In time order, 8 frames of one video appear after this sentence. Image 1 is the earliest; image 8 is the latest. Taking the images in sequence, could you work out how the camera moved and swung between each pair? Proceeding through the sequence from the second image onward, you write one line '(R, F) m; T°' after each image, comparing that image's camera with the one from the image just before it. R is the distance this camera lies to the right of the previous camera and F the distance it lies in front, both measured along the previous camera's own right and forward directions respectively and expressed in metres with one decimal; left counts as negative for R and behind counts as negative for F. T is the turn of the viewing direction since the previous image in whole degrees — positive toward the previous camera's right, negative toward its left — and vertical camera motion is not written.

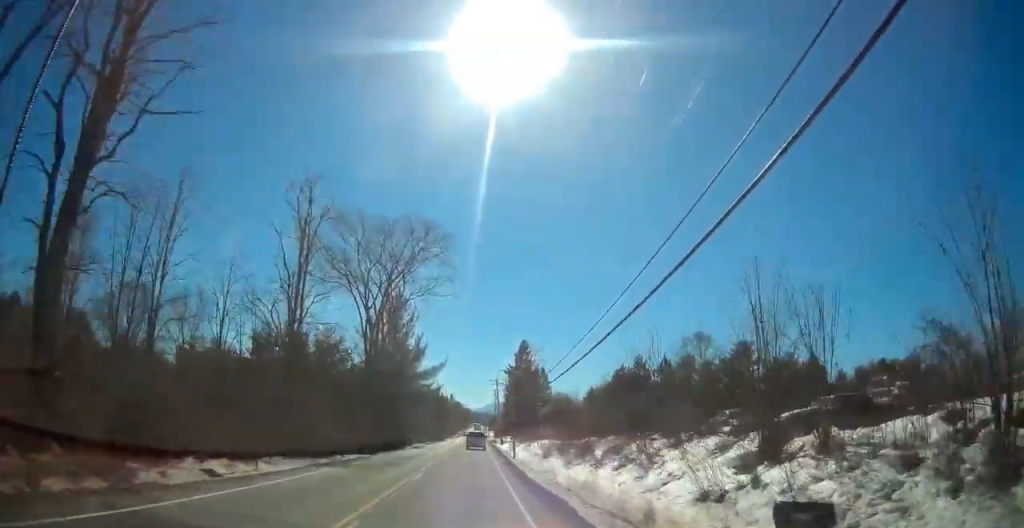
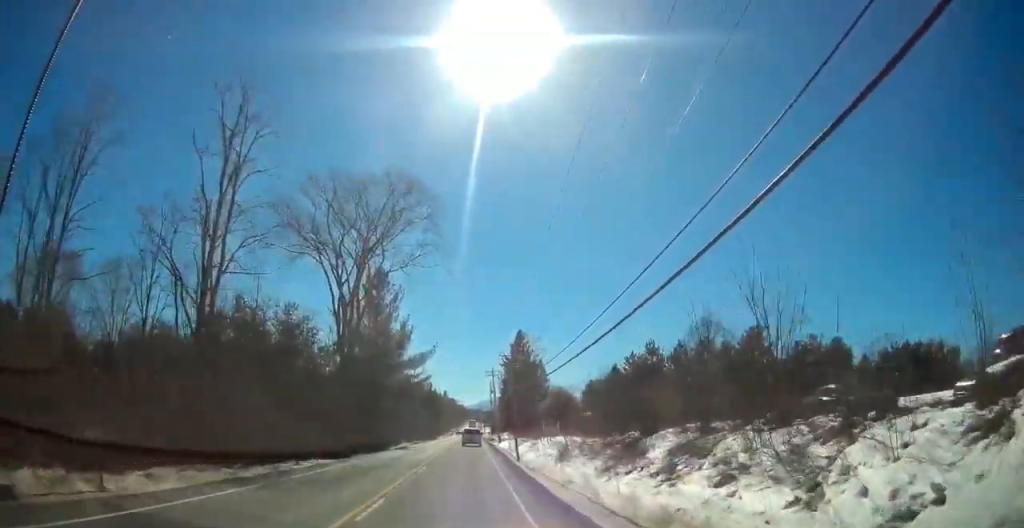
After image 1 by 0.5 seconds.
(-0.1, +9.0) m; 0°
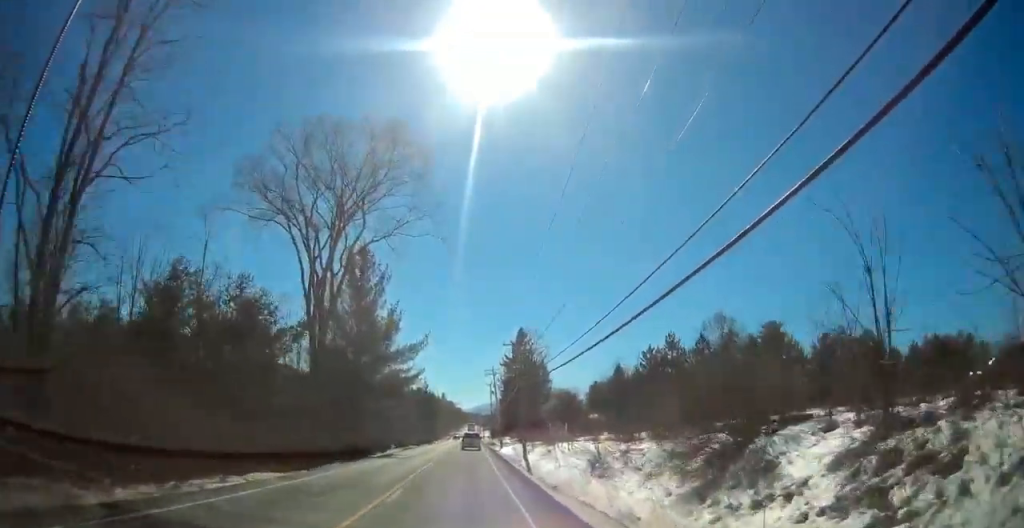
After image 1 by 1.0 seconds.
(+0.1, +8.5) m; +1°
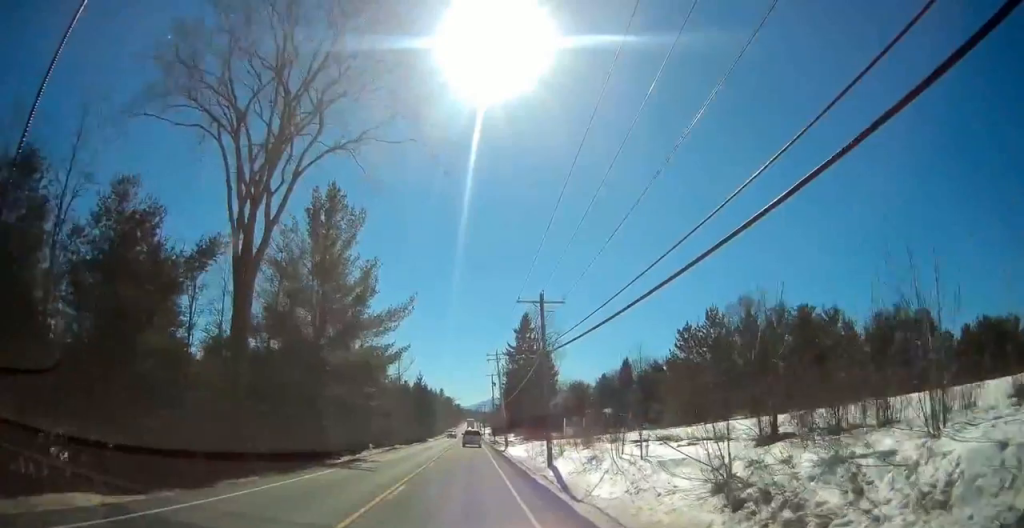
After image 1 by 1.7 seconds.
(+0.1, +12.7) m; +1°
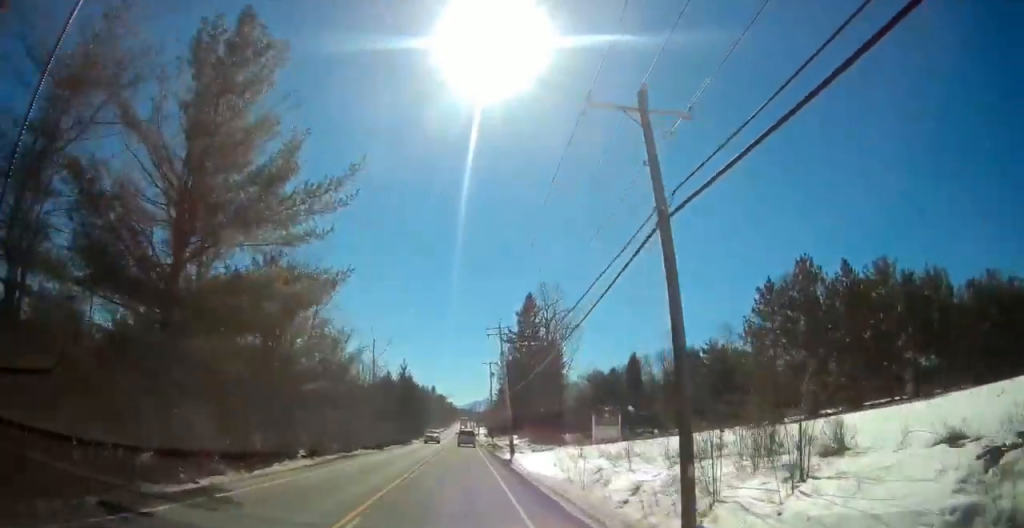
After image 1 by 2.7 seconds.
(+0.1, +18.3) m; 0°
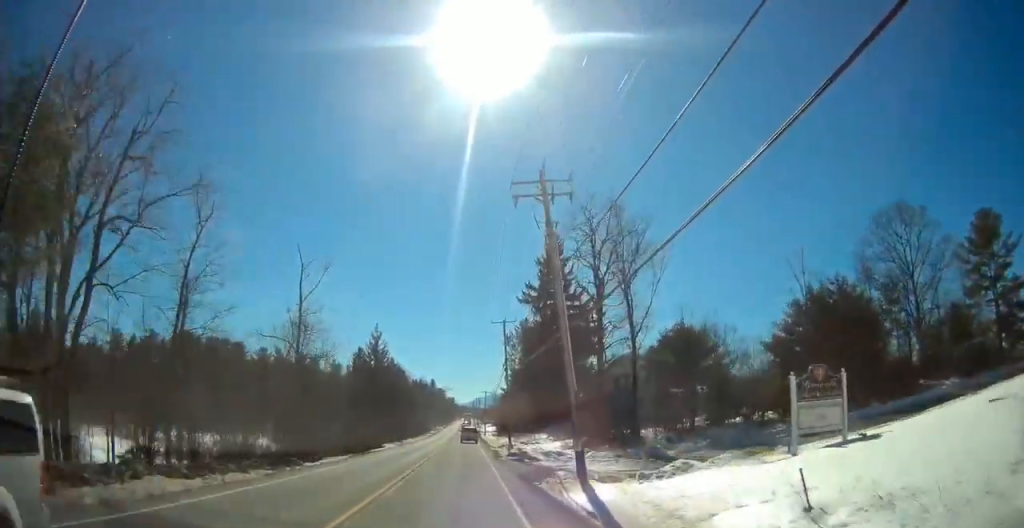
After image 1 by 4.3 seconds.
(-0.1, +30.7) m; 0°
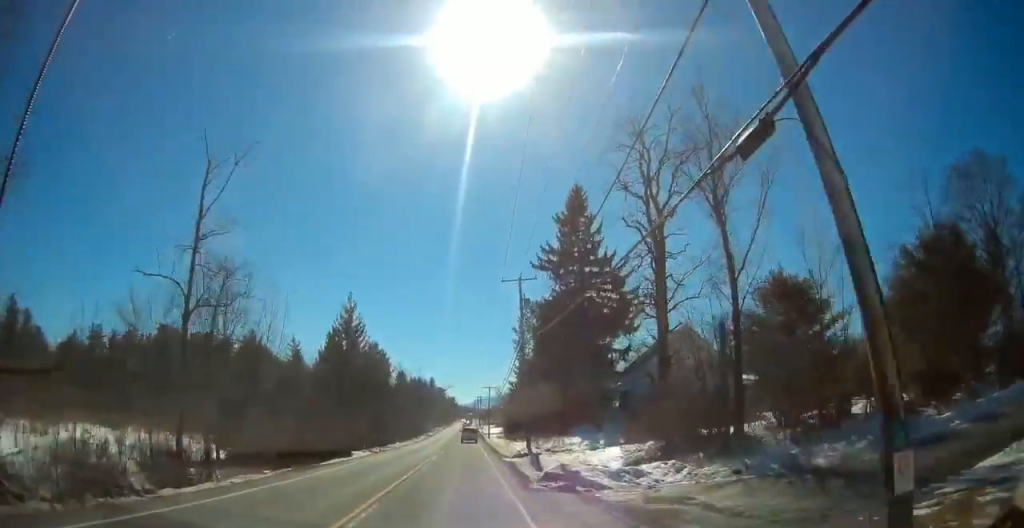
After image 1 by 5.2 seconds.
(0.0, +15.9) m; -1°
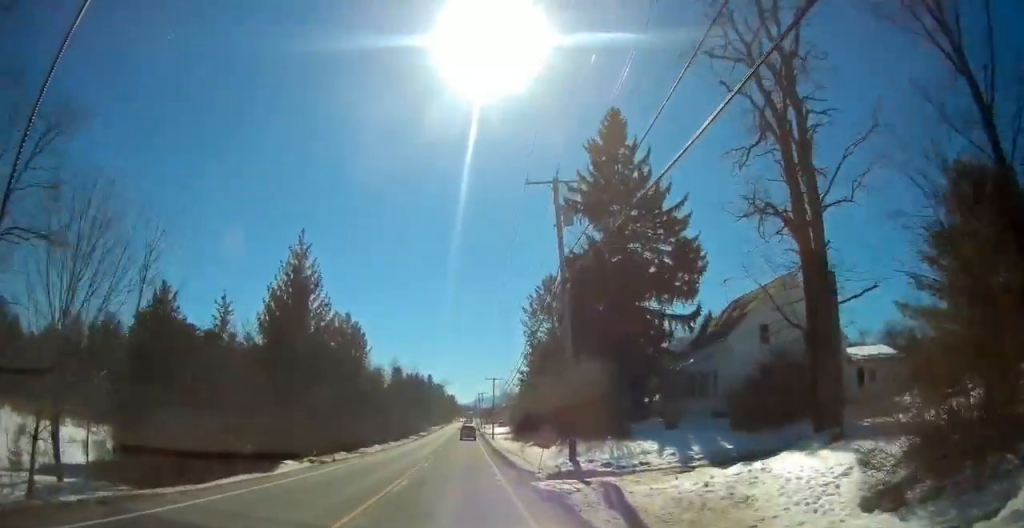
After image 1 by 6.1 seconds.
(-0.1, +15.9) m; 0°
